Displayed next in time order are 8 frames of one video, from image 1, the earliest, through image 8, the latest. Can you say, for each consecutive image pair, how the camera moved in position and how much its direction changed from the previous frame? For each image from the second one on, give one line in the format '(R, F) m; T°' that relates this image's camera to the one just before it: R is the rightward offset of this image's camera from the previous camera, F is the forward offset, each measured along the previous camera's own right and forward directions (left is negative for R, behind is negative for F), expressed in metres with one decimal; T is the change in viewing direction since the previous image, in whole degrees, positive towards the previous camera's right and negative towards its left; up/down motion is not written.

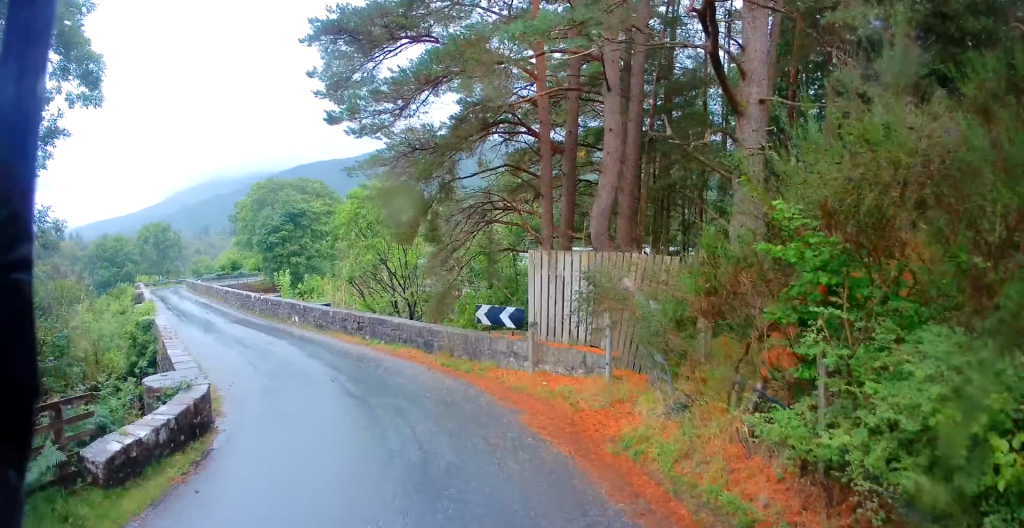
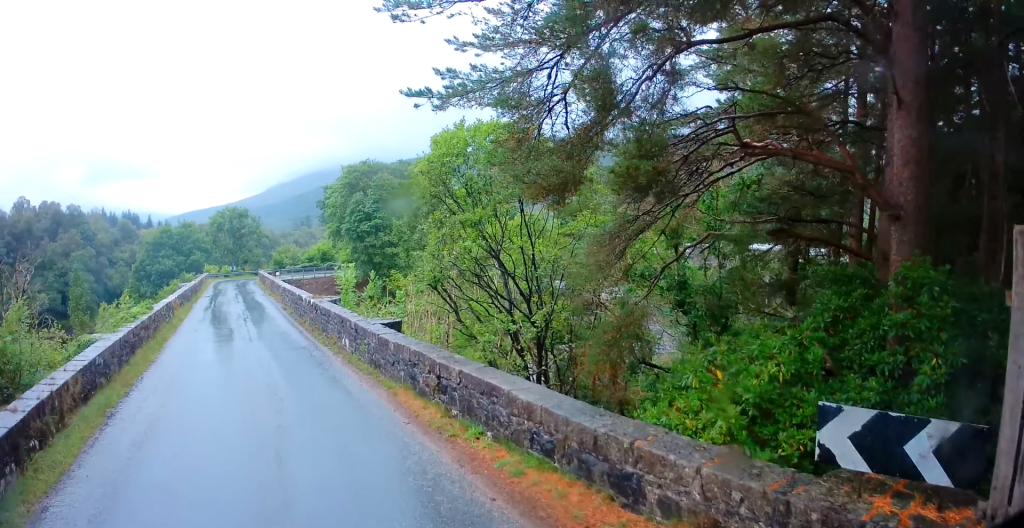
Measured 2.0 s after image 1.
(-0.9, +8.5) m; -24°
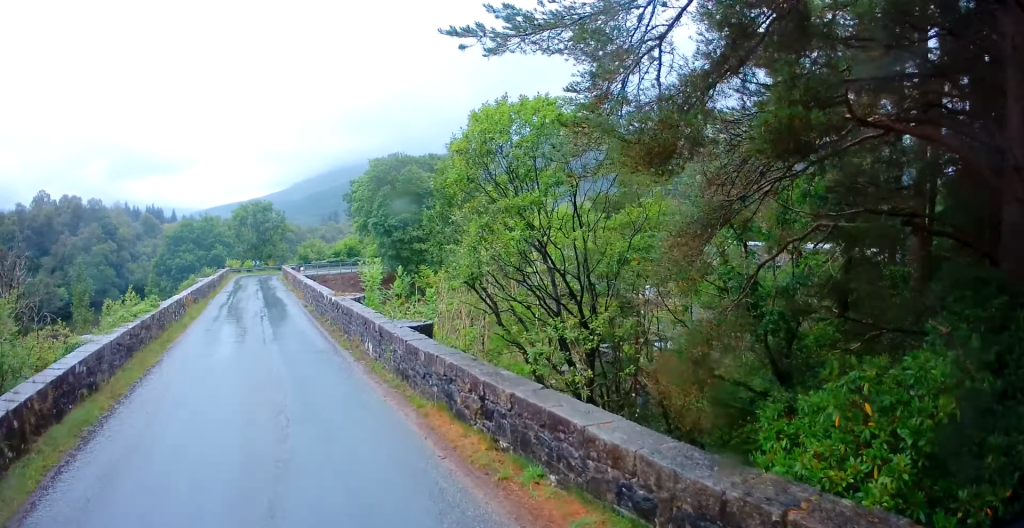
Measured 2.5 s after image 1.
(-0.2, +1.7) m; -8°
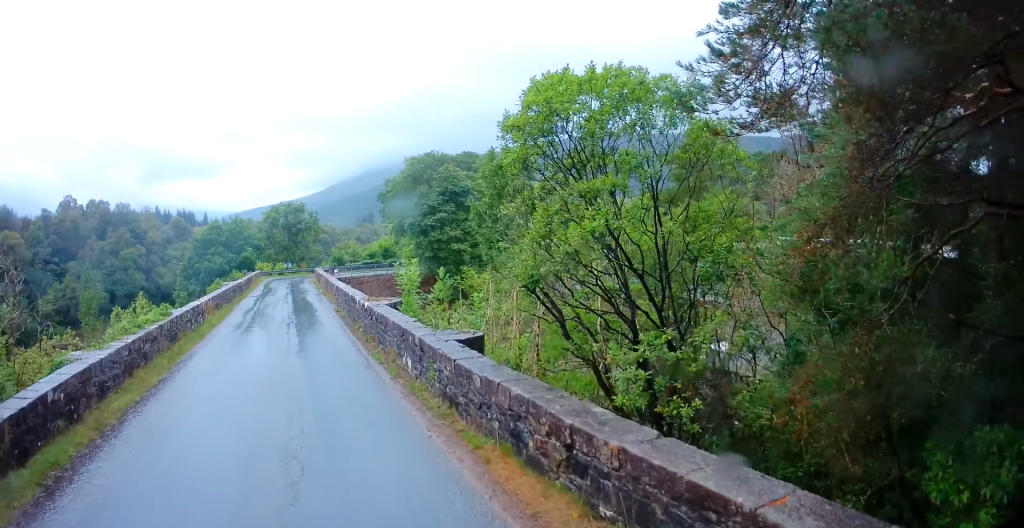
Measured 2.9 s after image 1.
(-0.1, +1.9) m; -5°
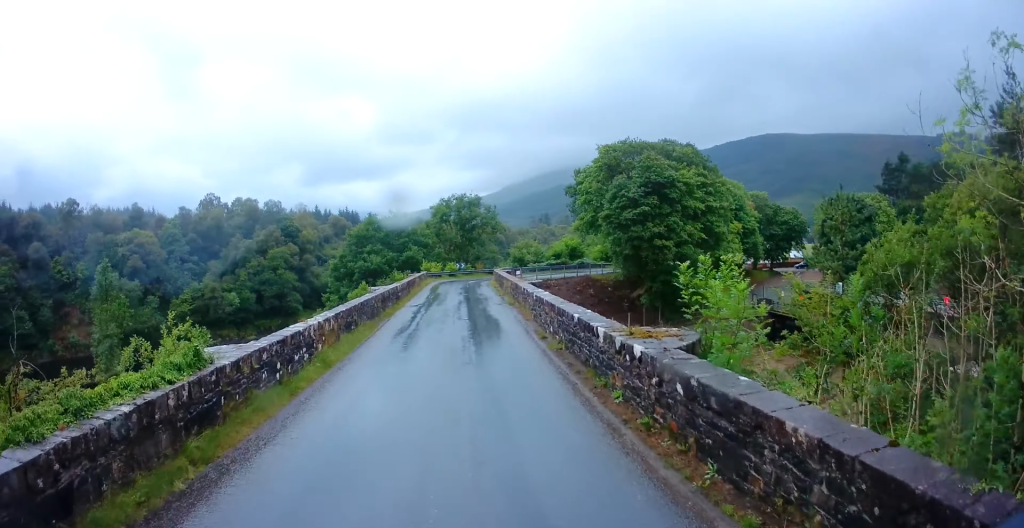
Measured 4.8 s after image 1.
(-0.5, +8.5) m; -5°
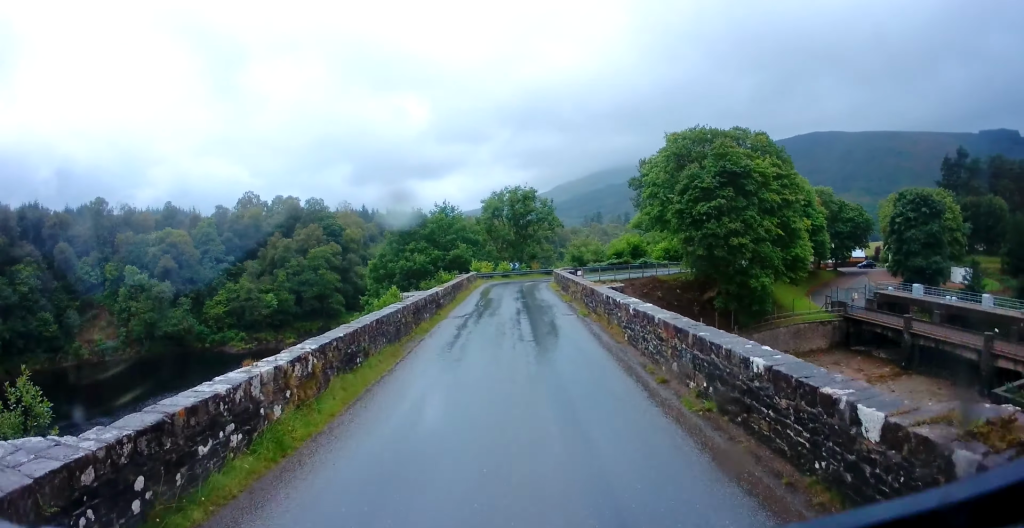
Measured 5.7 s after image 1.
(-0.3, +5.8) m; -2°
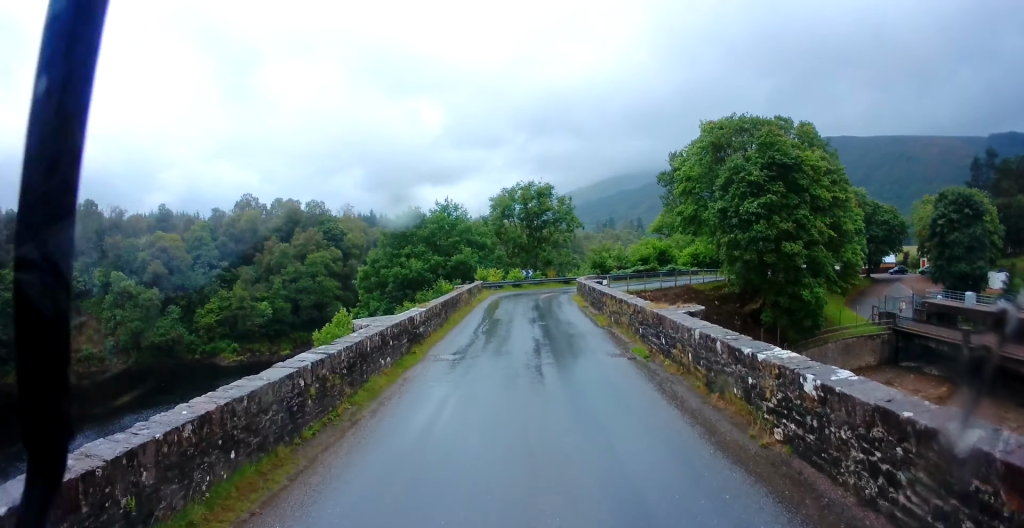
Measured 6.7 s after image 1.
(+0.1, +7.5) m; +5°
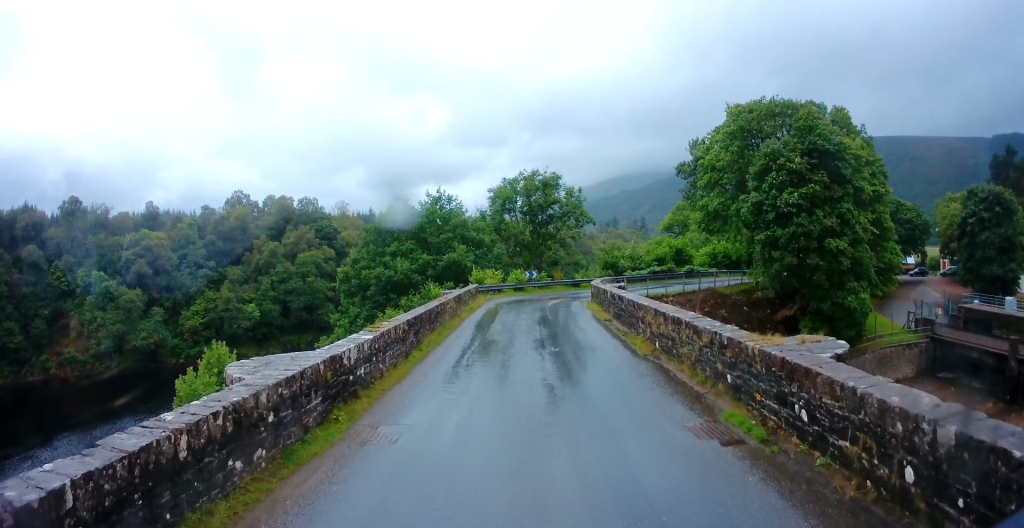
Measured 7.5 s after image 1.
(+0.4, +6.0) m; +3°
